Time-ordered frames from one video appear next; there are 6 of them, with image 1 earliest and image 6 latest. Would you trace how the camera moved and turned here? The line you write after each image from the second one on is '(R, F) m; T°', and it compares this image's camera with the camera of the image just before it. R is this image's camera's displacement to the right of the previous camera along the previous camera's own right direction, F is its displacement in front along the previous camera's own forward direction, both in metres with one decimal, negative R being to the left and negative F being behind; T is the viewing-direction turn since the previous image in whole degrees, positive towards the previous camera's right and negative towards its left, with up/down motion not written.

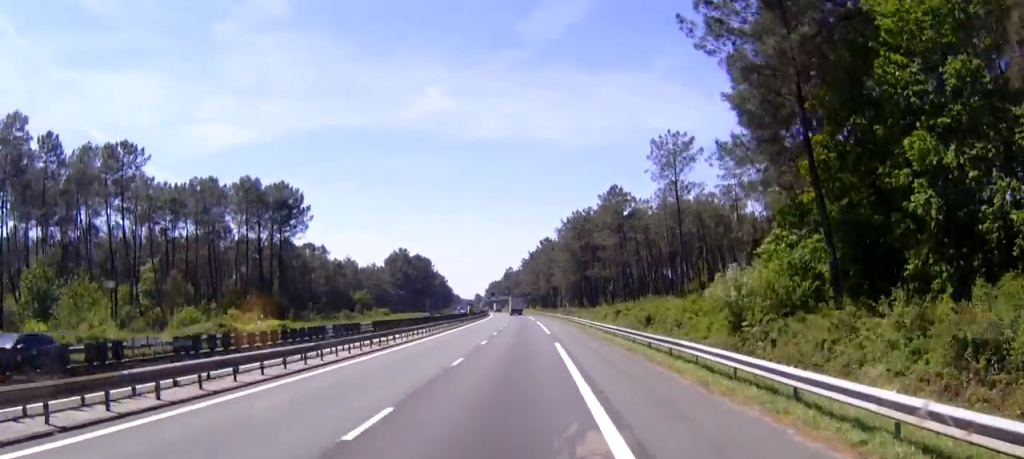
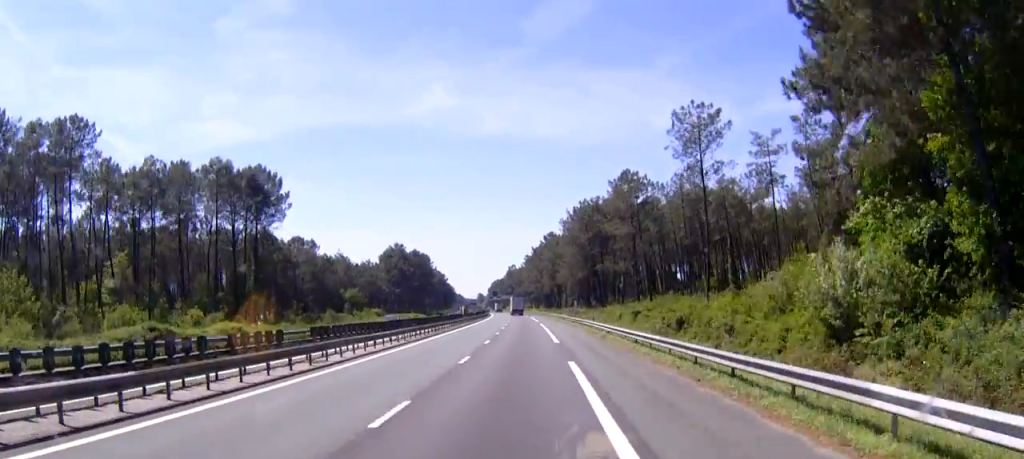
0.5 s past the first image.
(0.0, +11.7) m; 0°
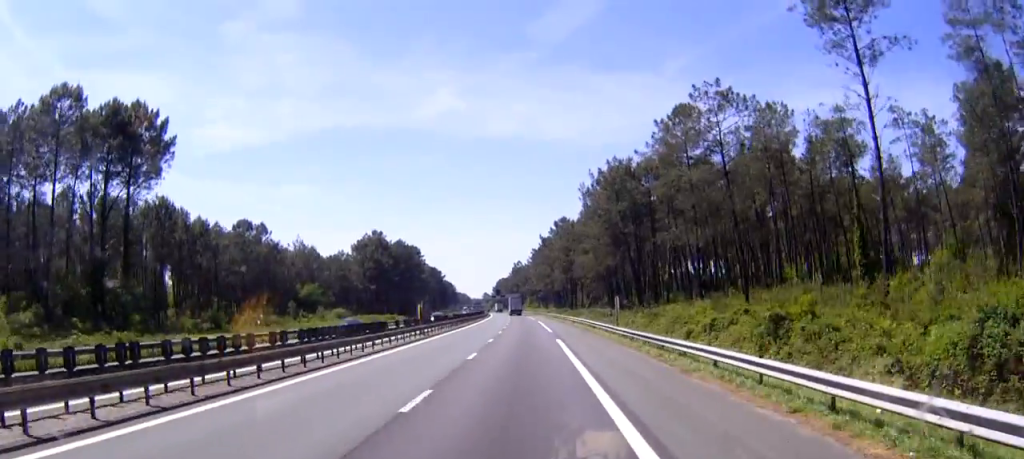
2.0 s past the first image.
(-0.4, +37.5) m; -1°
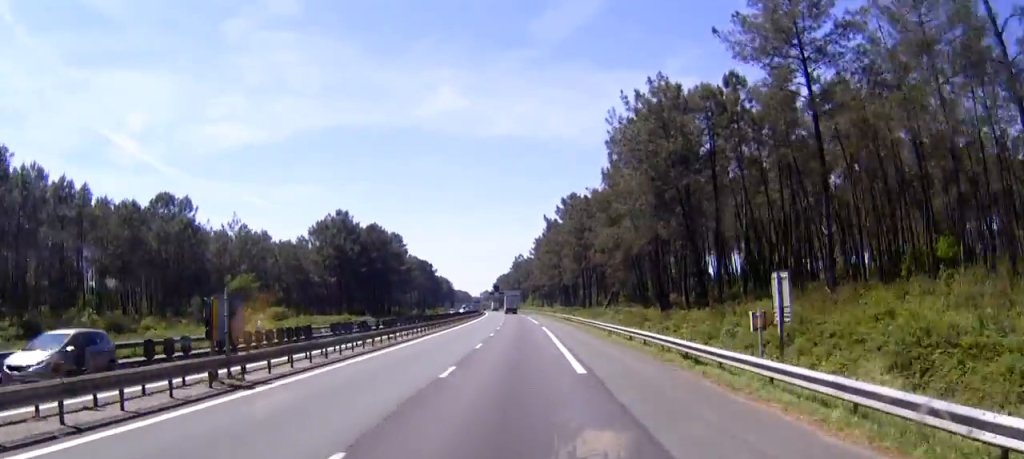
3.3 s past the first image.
(-0.1, +33.0) m; 0°
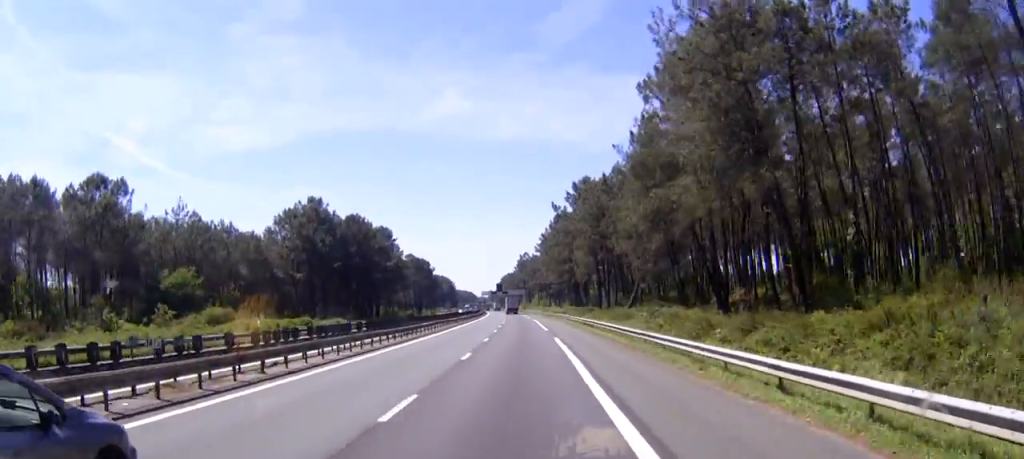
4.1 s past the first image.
(0.0, +20.6) m; 0°
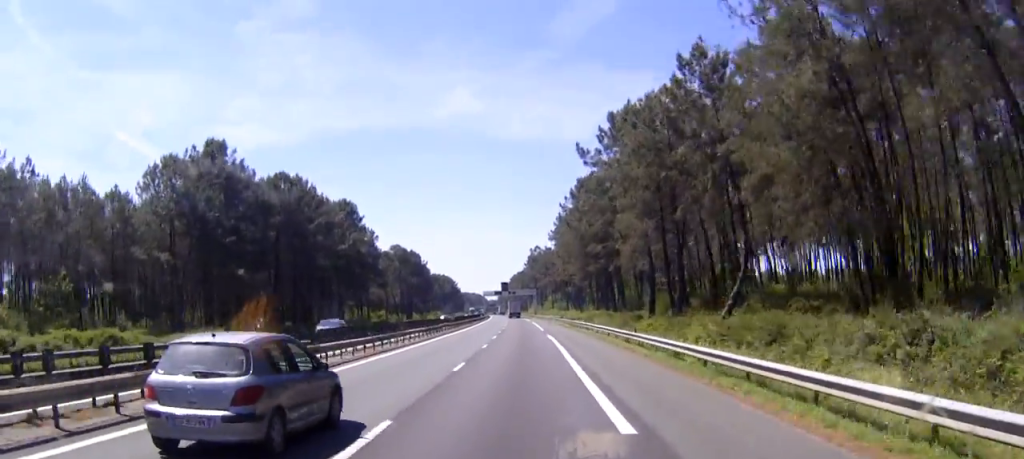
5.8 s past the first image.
(-0.4, +41.8) m; -1°
